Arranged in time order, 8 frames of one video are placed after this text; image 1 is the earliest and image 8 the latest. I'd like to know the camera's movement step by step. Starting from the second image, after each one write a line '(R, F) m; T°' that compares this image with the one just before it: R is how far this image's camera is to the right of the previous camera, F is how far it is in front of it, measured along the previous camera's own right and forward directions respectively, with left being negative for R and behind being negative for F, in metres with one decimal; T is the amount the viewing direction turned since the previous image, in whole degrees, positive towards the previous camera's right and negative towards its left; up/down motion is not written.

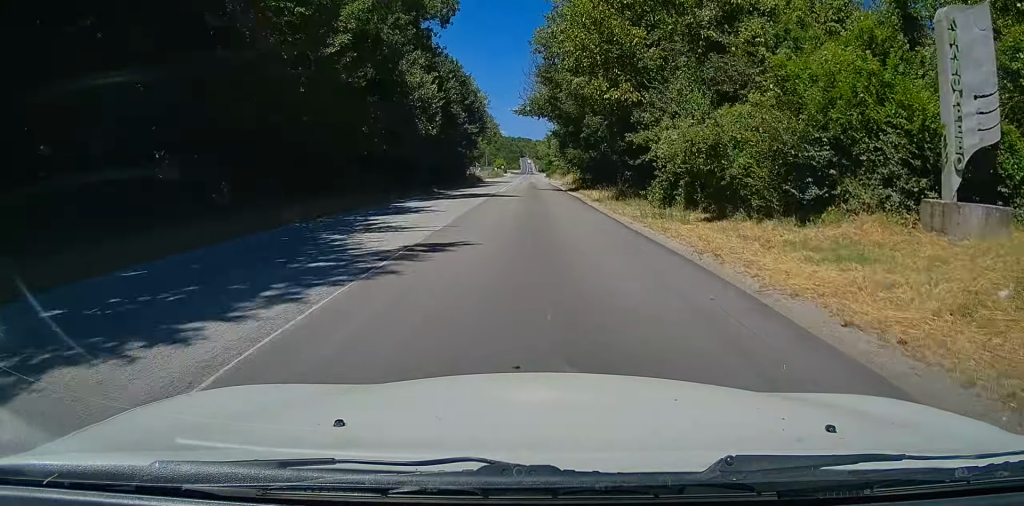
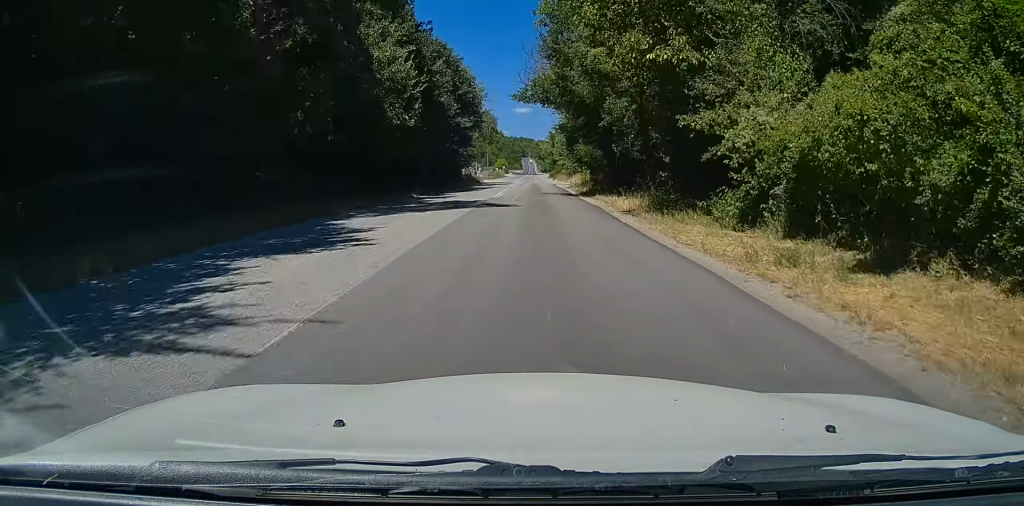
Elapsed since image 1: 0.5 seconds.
(0.0, +8.7) m; 0°
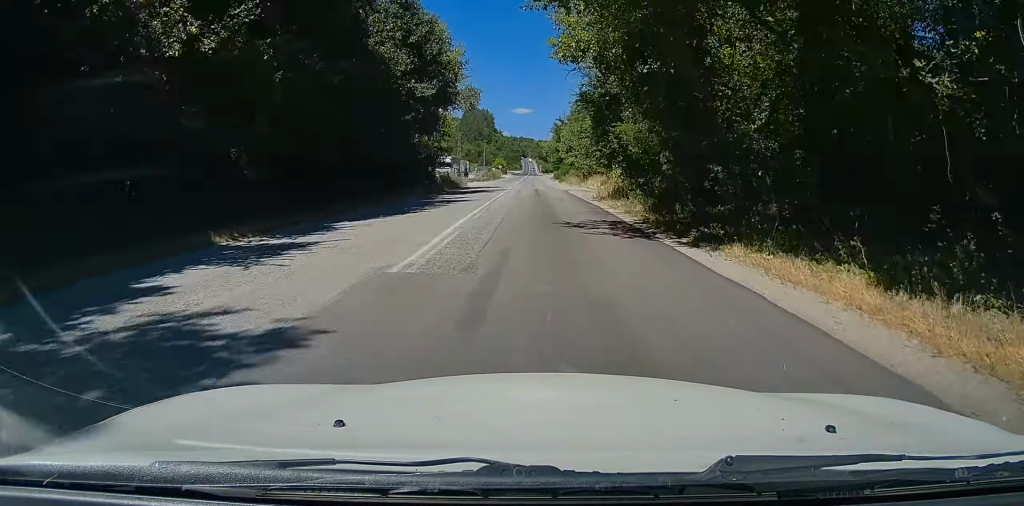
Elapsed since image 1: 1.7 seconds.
(+0.1, +22.2) m; 0°
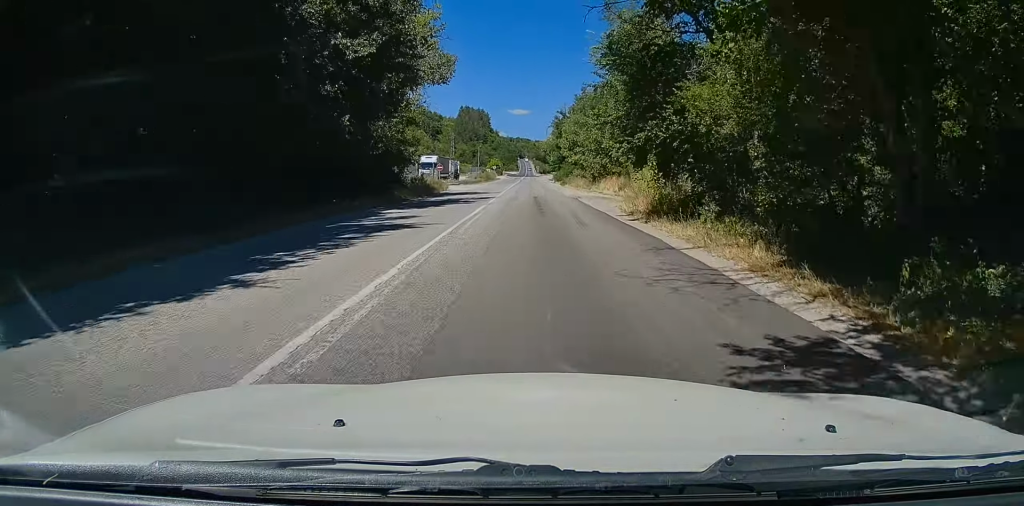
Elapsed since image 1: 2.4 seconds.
(-0.1, +12.8) m; 0°
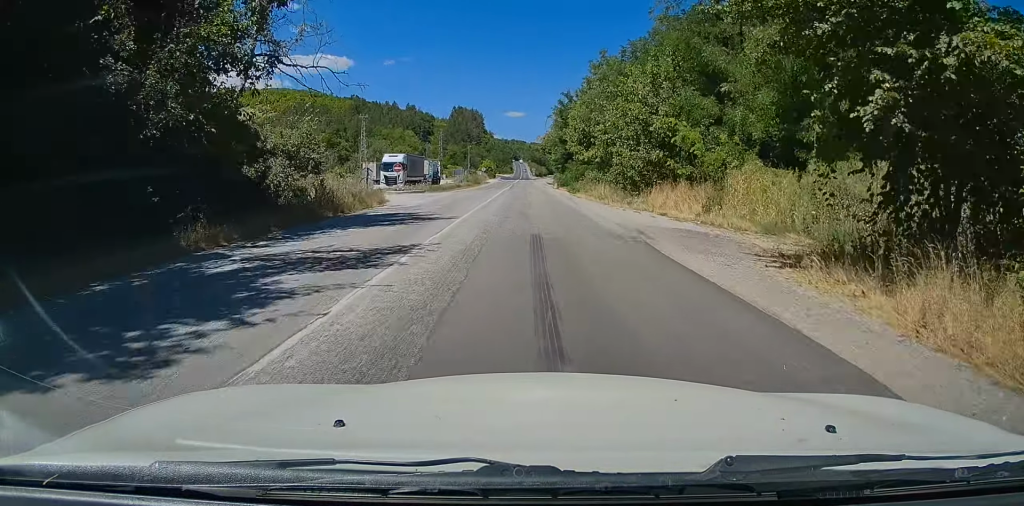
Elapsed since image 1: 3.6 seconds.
(-0.1, +21.4) m; -1°
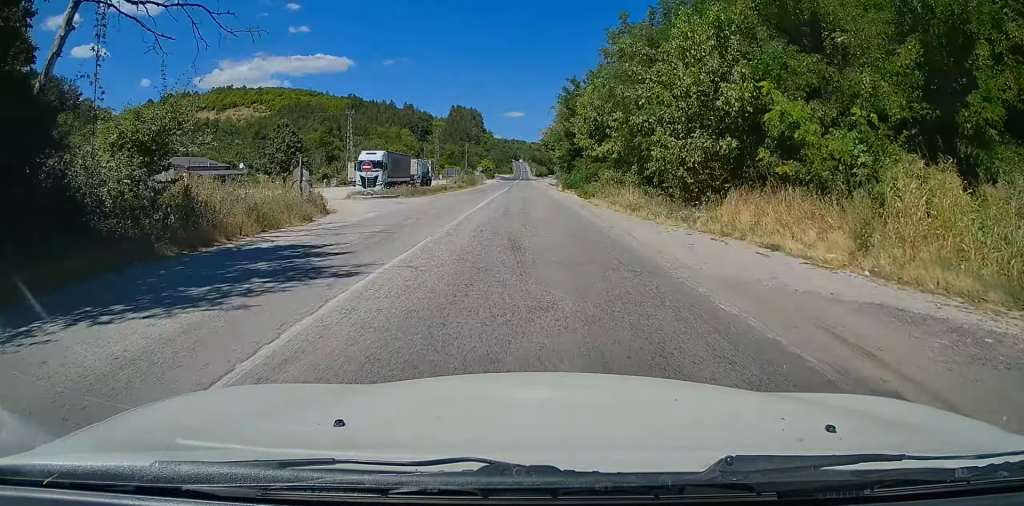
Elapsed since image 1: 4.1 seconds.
(-0.3, +9.9) m; 0°
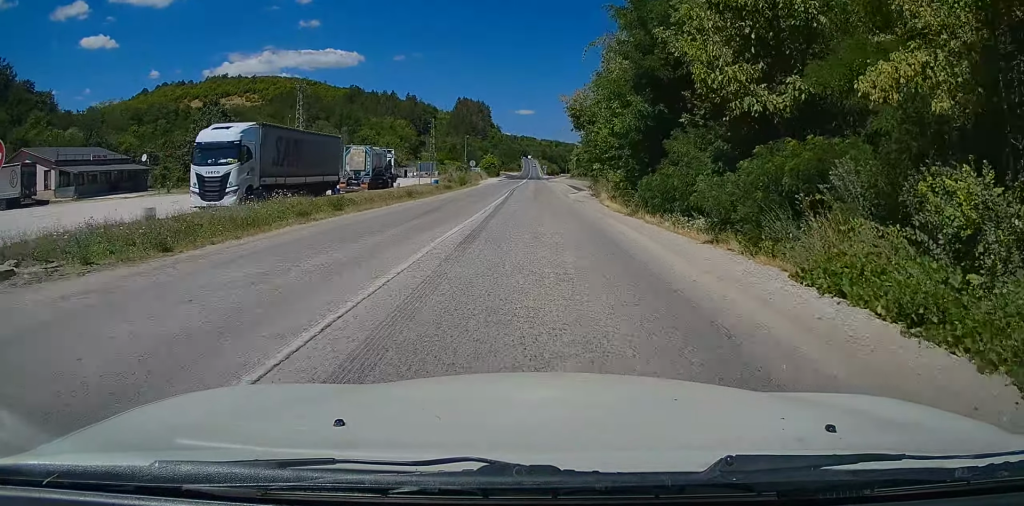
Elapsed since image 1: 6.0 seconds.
(+0.7, +31.9) m; +2°
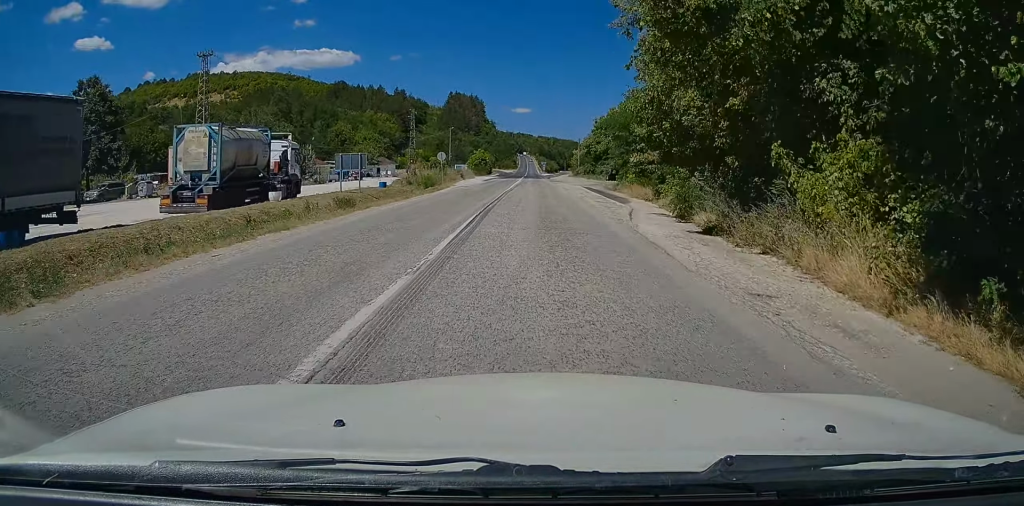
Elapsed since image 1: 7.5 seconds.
(+0.1, +27.2) m; 0°
